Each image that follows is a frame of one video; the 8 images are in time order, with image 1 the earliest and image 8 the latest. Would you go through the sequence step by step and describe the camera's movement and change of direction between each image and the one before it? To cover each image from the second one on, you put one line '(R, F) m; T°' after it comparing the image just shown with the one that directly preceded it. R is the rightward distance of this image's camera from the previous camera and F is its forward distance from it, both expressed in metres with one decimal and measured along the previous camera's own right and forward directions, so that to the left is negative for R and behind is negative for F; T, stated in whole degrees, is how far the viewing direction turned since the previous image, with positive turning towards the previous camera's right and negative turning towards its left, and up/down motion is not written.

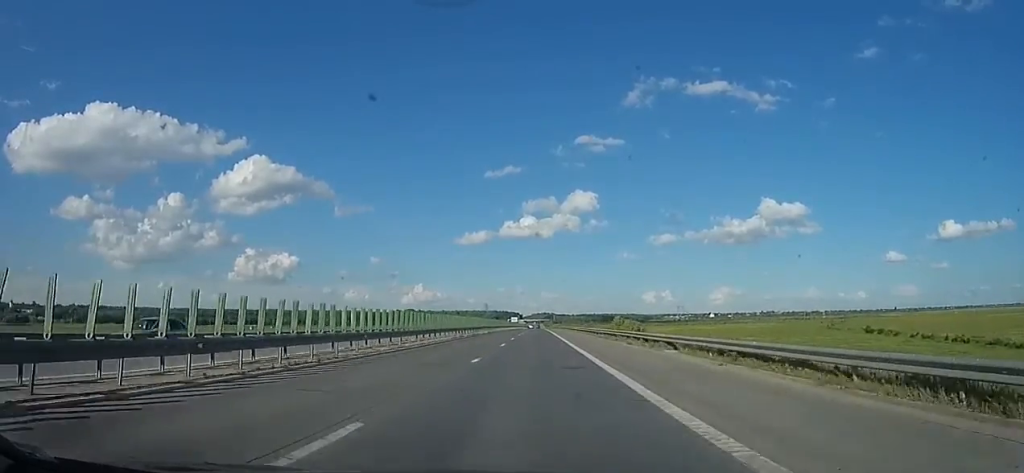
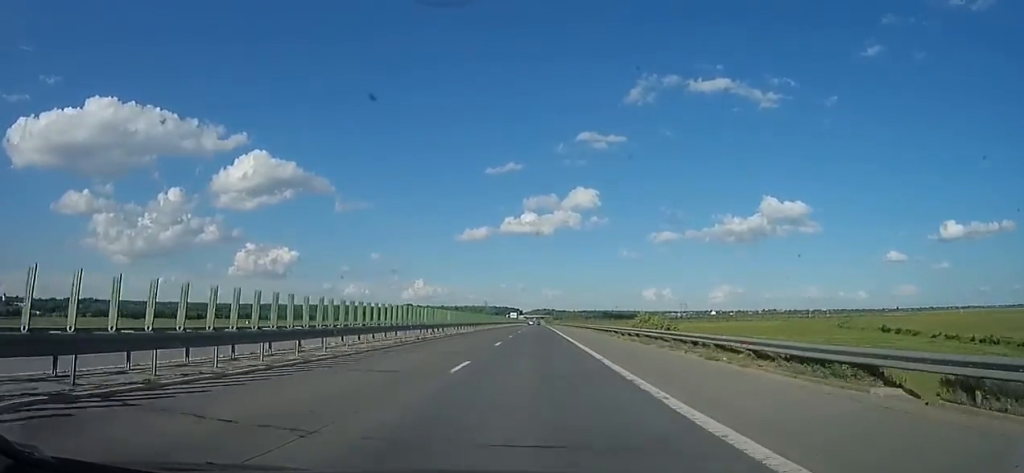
(+0.1, +15.3) m; 0°
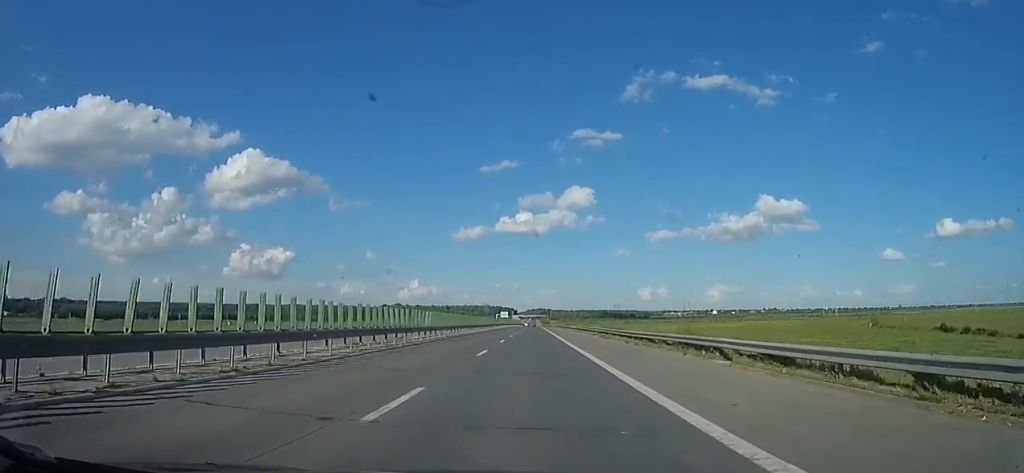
(-0.3, +53.0) m; +1°
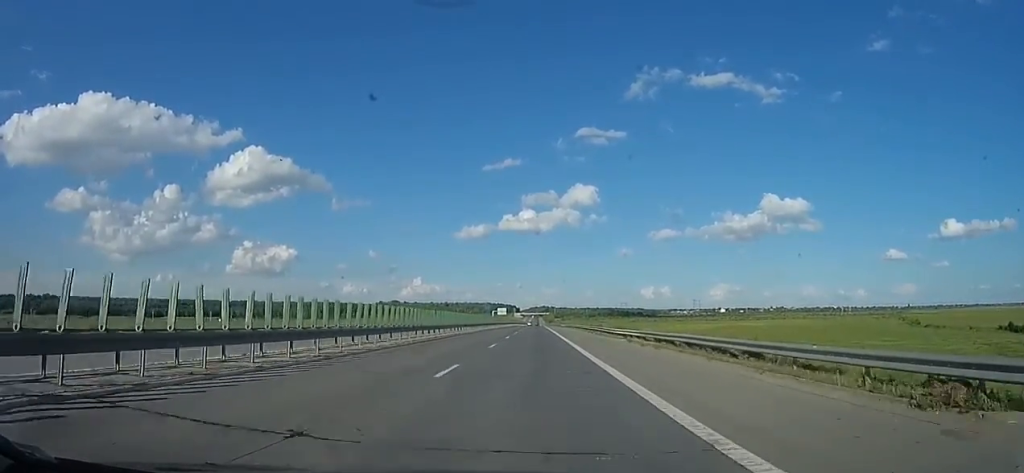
(+1.8, +42.7) m; +2°
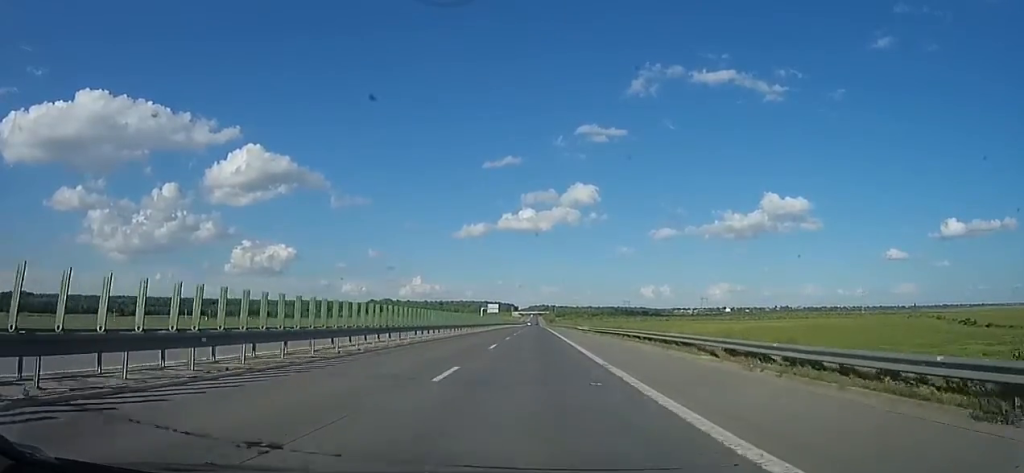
(-2.4, +48.5) m; -3°
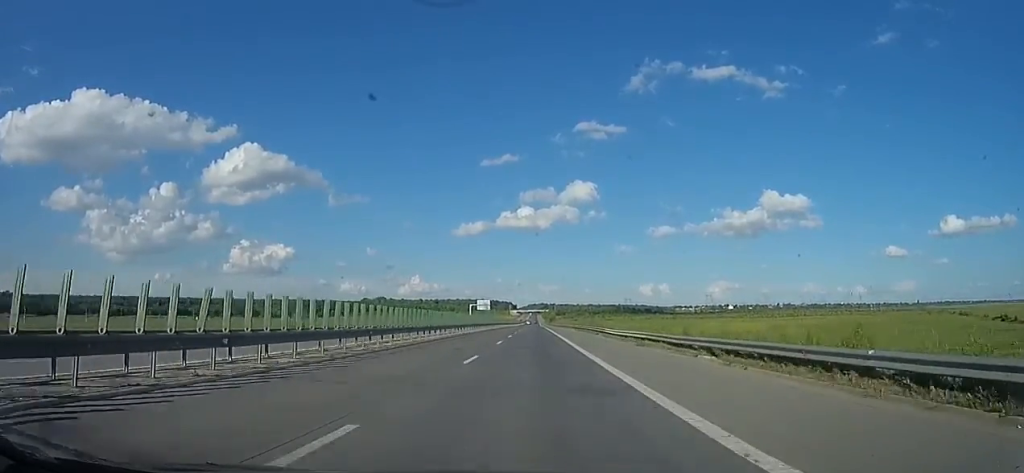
(0.0, +31.8) m; 0°
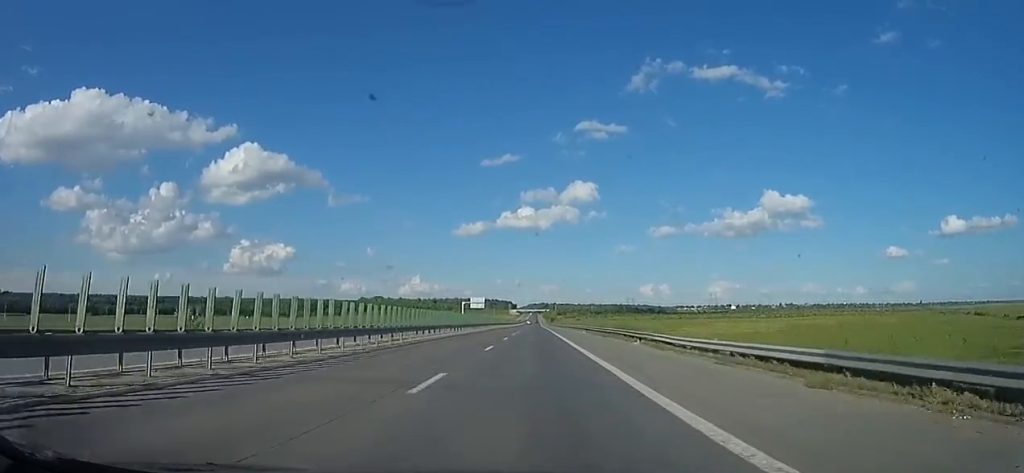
(+0.1, +18.2) m; 0°
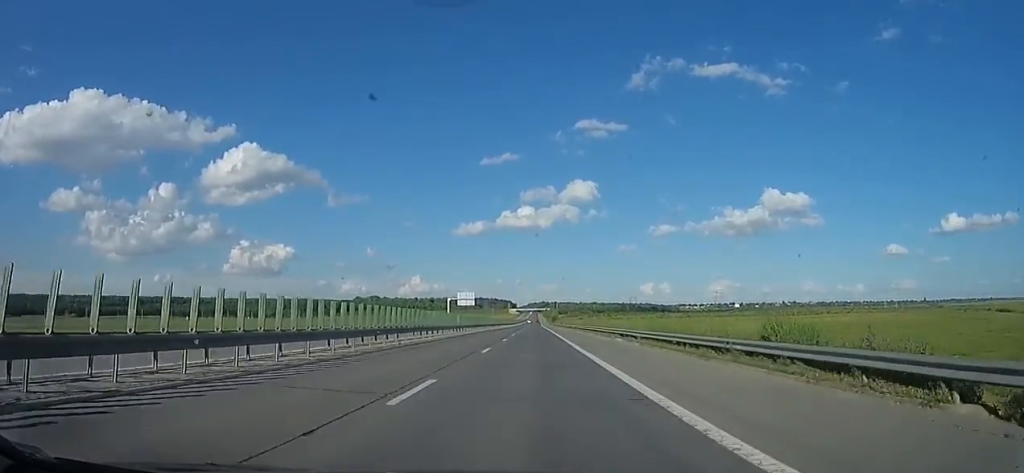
(-0.2, +24.9) m; 0°
